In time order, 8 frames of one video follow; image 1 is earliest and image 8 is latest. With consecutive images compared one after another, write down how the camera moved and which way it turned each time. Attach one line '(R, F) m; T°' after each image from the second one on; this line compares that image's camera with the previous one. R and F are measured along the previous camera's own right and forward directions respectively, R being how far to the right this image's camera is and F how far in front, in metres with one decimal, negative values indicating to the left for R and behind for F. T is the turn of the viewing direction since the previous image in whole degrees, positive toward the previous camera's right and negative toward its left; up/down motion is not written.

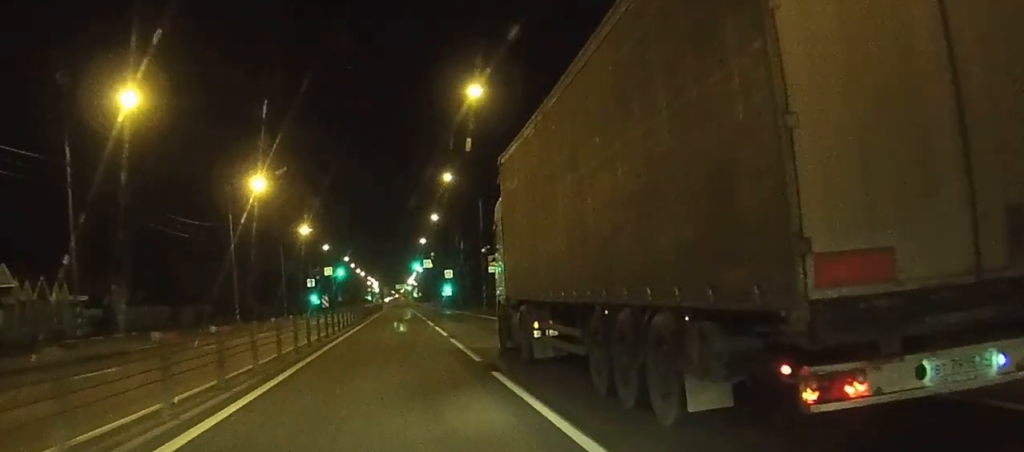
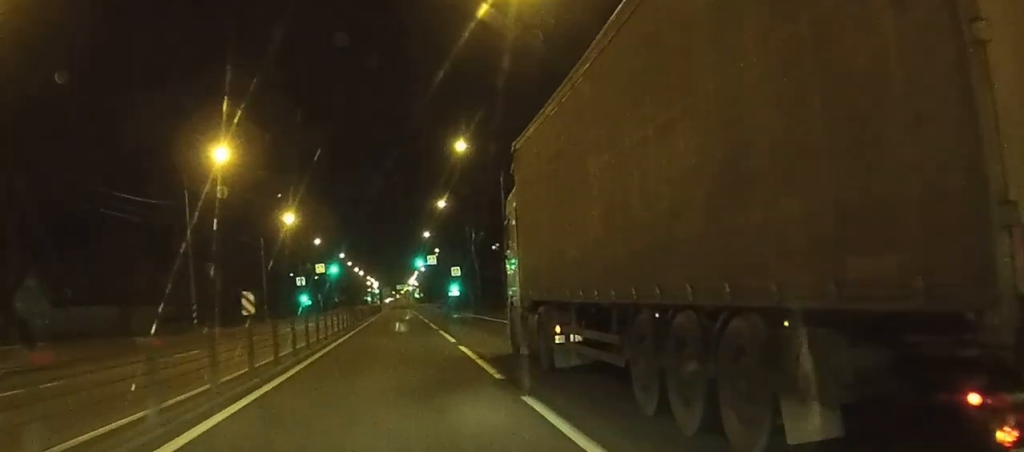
(+0.1, +15.6) m; 0°
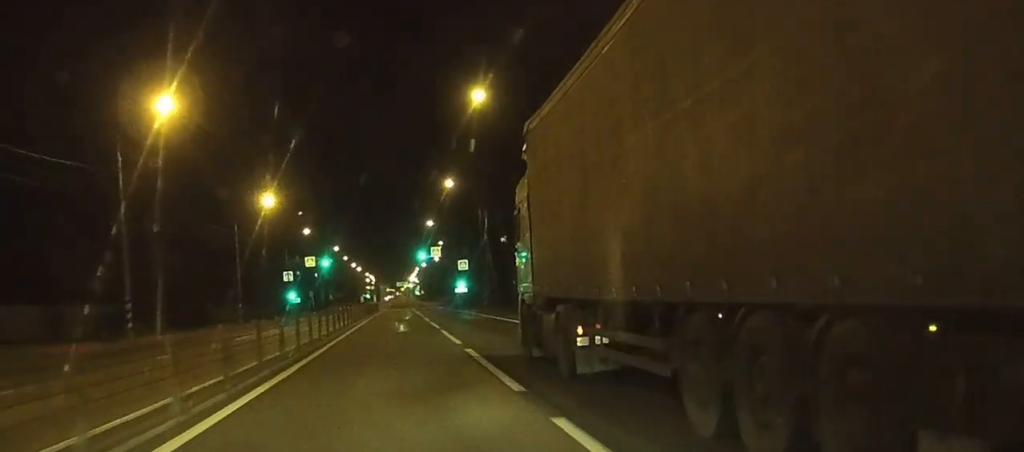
(-0.1, +14.1) m; +1°
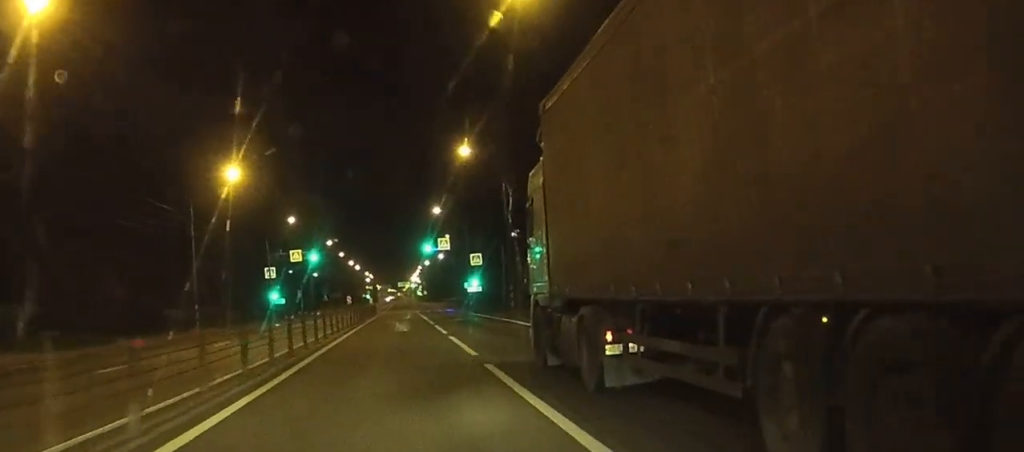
(+0.2, +16.7) m; -1°
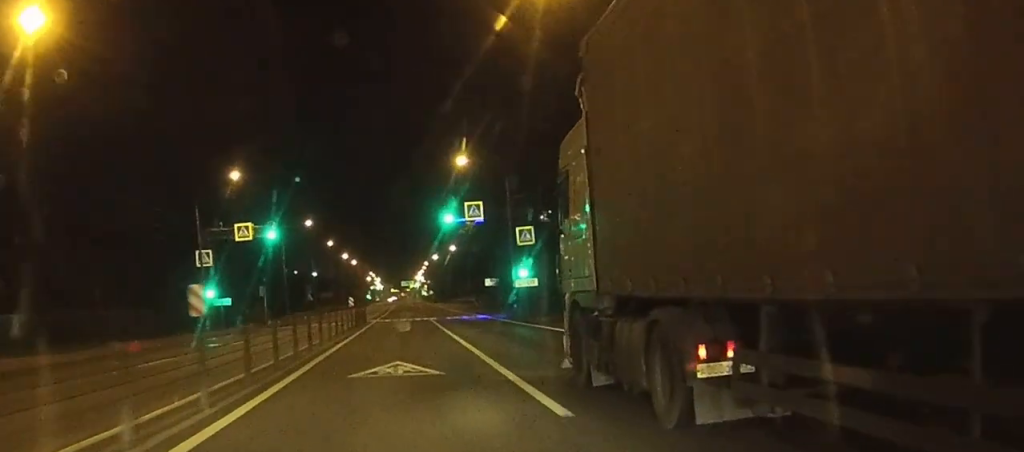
(-1.1, +33.1) m; -3°
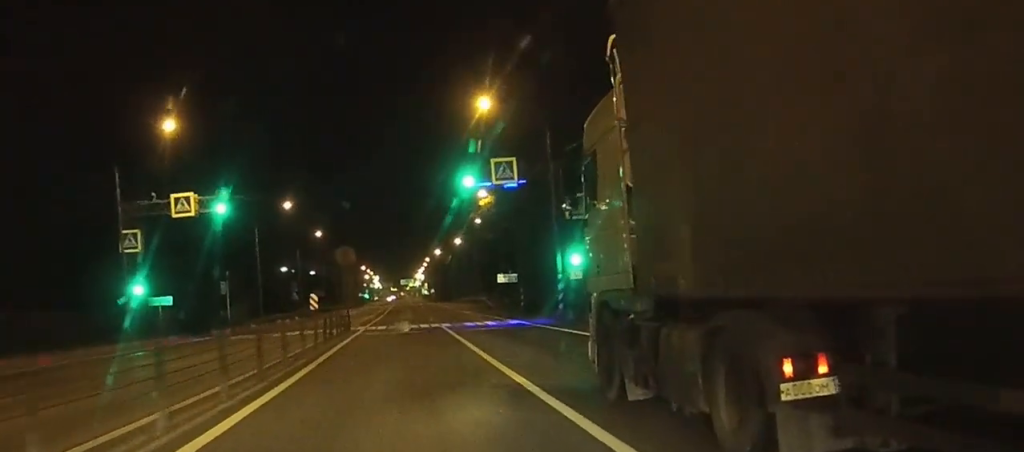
(0.0, +16.7) m; +1°
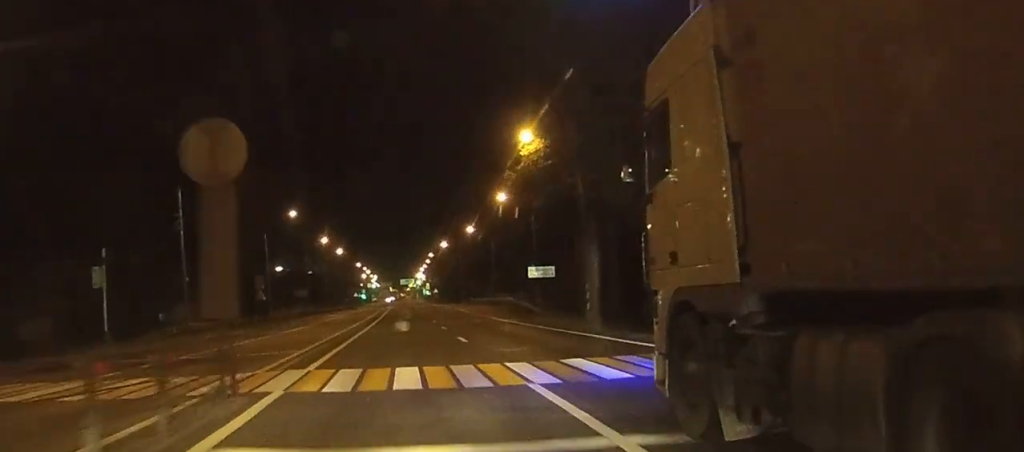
(+0.3, +26.6) m; 0°
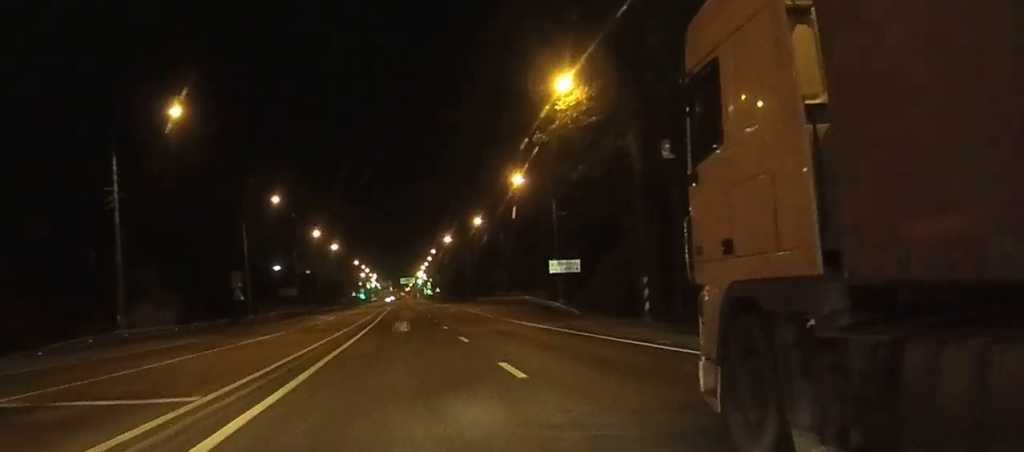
(-0.1, +11.8) m; 0°
